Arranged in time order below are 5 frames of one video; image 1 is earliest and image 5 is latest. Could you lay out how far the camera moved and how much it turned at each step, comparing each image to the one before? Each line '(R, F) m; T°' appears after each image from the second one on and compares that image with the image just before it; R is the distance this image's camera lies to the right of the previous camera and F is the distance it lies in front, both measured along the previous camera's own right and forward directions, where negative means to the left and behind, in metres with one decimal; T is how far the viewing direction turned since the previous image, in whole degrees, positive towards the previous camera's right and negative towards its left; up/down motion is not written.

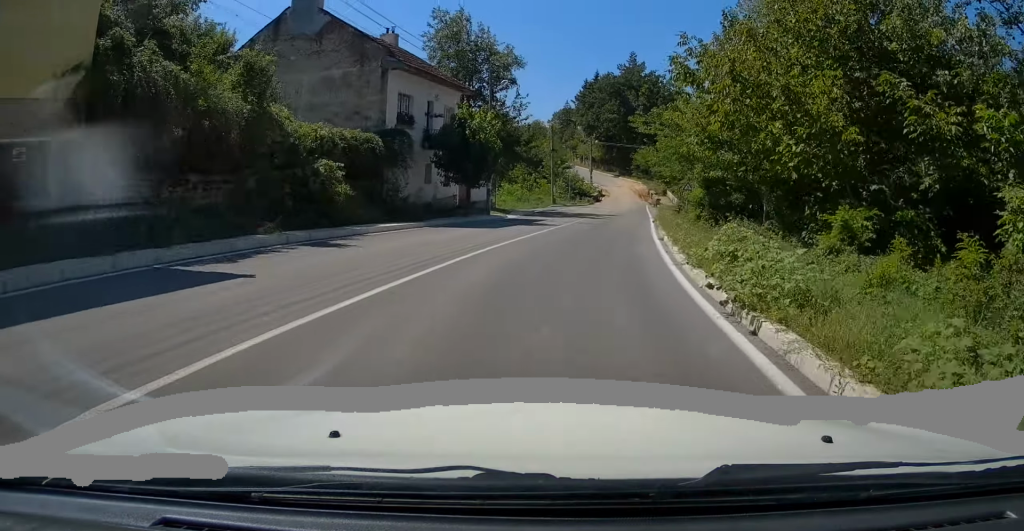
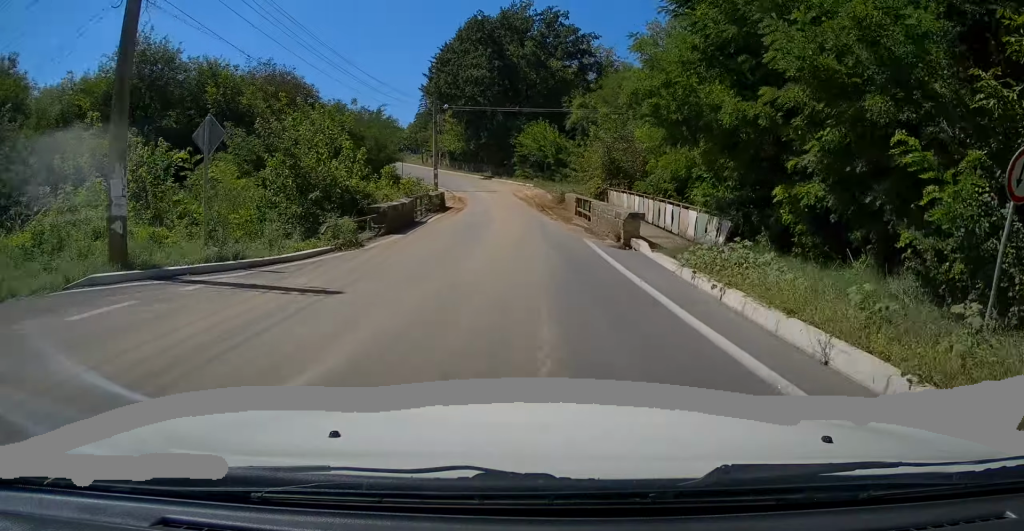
(+8.0, +43.6) m; +12°
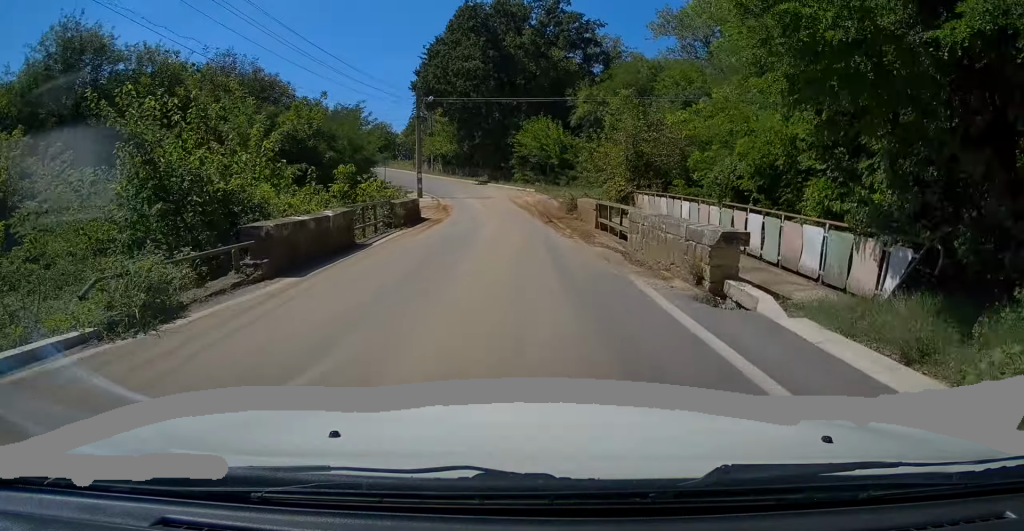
(0.0, +7.1) m; 0°
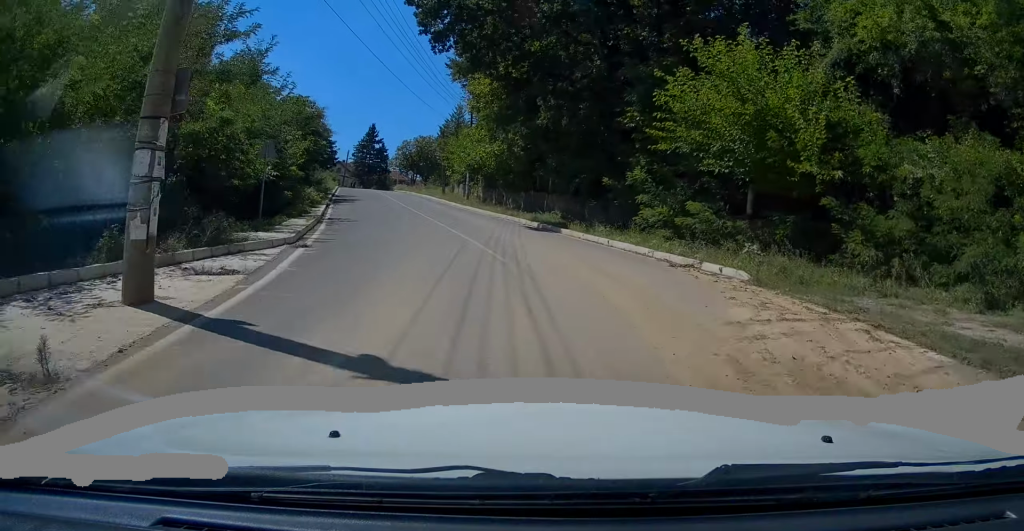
(-2.1, +33.7) m; -7°
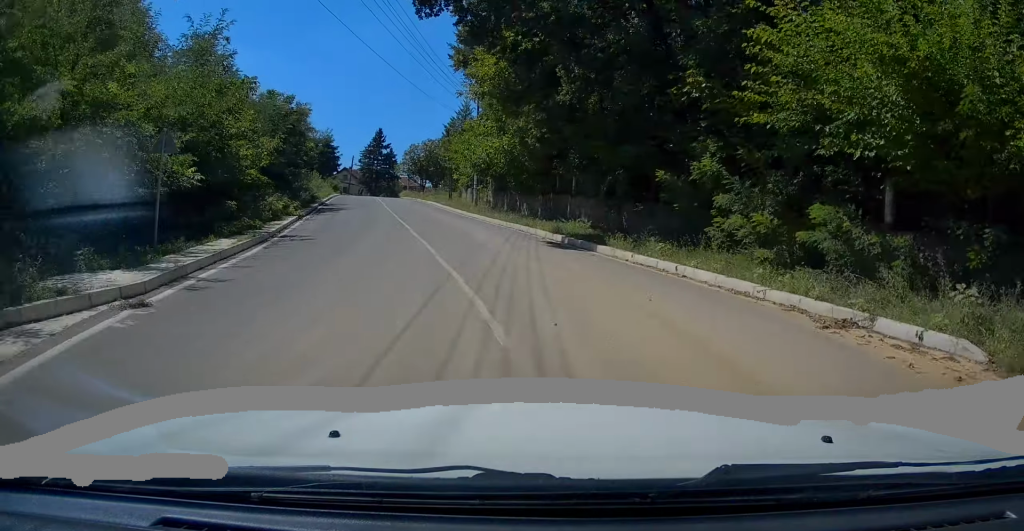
(0.0, +6.0) m; -1°
